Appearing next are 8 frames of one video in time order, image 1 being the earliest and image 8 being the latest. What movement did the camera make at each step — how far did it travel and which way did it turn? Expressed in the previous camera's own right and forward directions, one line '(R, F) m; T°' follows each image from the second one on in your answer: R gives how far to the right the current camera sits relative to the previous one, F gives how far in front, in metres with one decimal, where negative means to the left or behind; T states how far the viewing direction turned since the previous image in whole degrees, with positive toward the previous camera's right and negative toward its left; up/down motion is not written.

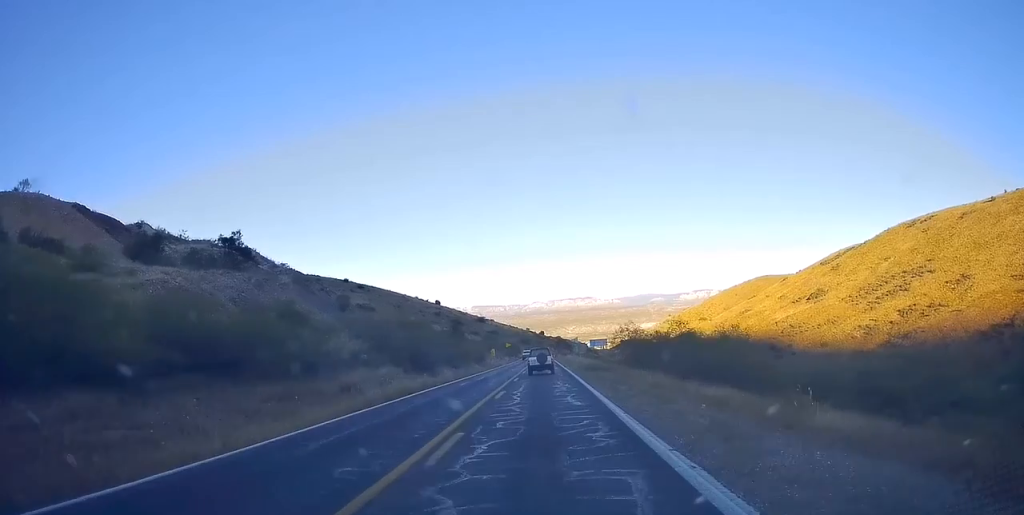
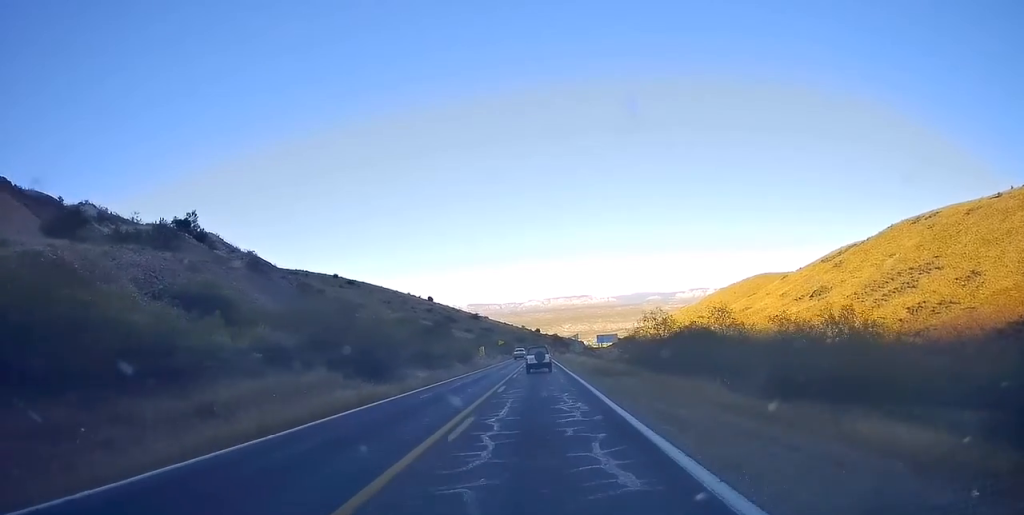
(+0.1, +9.9) m; 0°
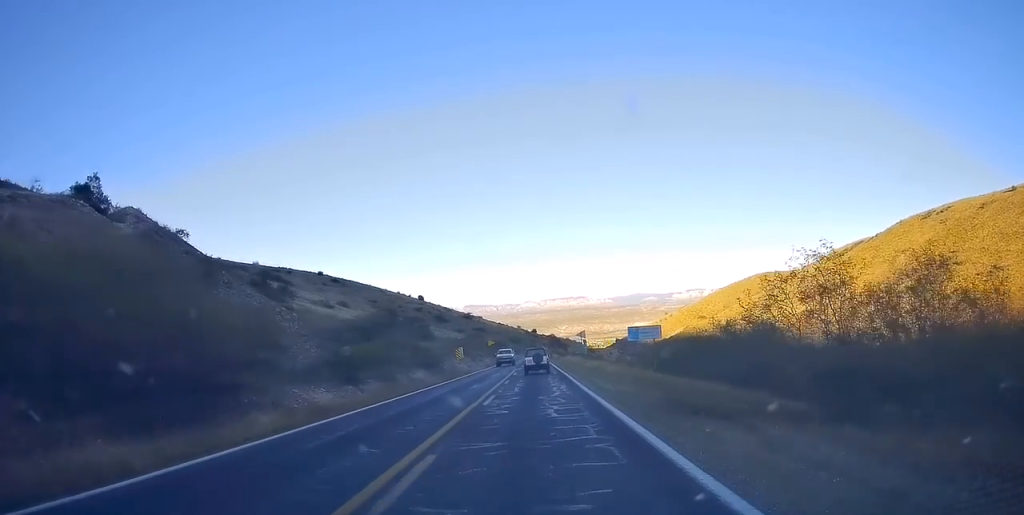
(0.0, +16.5) m; 0°
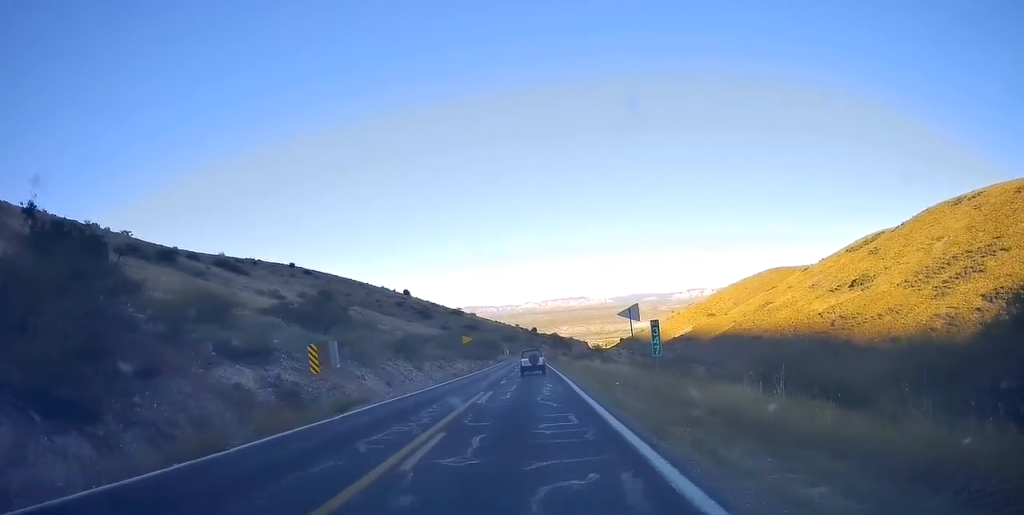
(+0.3, +32.2) m; +1°
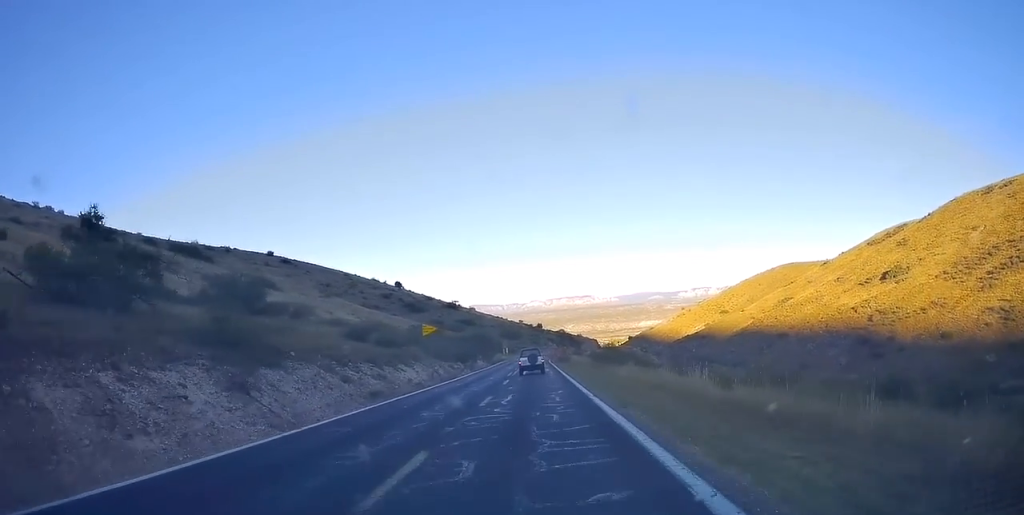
(-1.0, +24.9) m; -3°
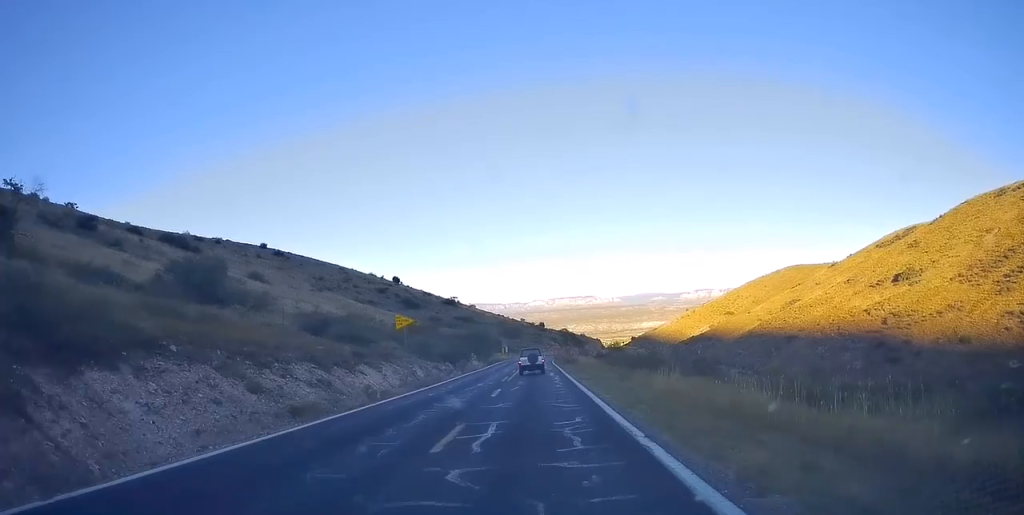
(-0.1, +8.1) m; 0°
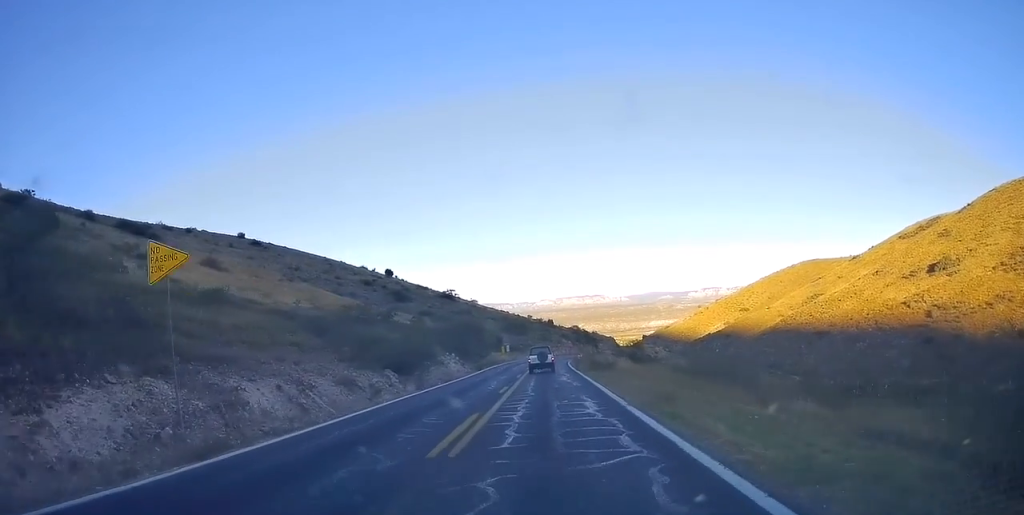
(+0.4, +22.5) m; +1°
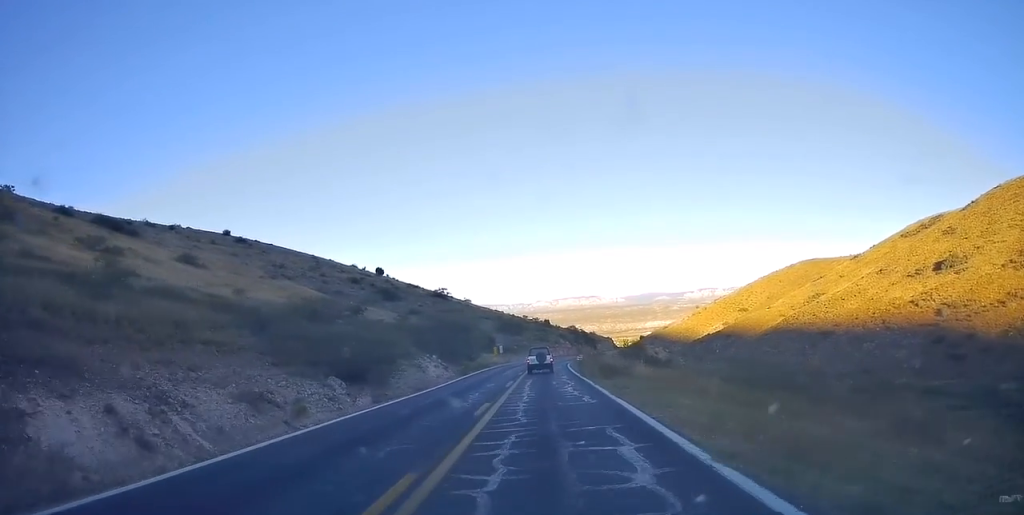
(-0.2, +7.5) m; 0°
